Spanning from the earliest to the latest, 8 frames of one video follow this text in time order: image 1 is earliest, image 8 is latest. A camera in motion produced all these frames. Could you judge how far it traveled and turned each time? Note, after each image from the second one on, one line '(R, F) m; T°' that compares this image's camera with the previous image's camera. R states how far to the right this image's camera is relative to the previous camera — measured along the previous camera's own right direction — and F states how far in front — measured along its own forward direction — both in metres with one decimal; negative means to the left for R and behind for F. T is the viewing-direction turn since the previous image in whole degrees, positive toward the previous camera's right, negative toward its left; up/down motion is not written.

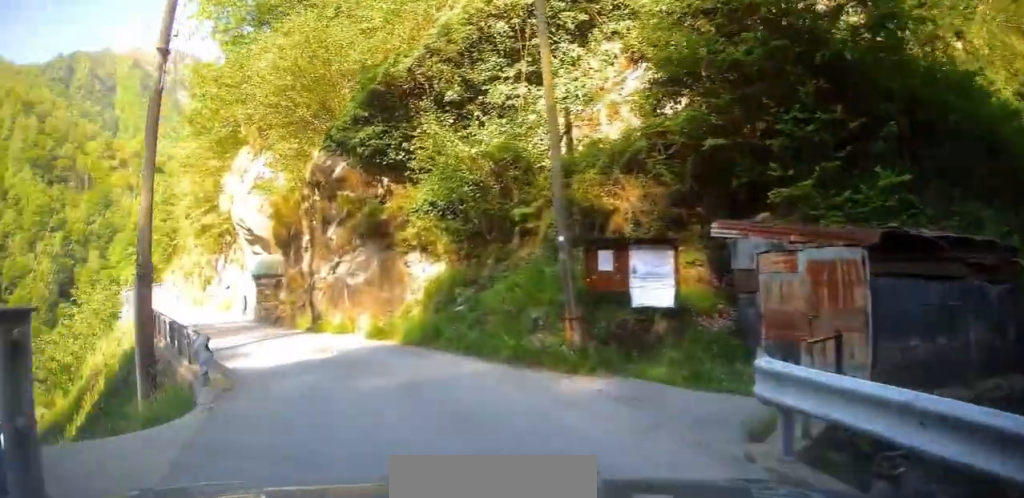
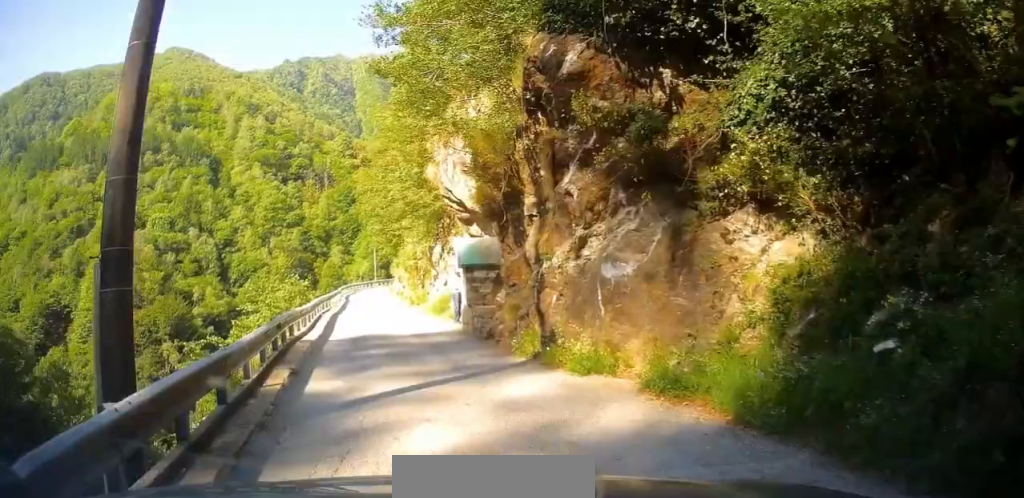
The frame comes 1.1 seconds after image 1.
(-0.7, +7.2) m; -9°
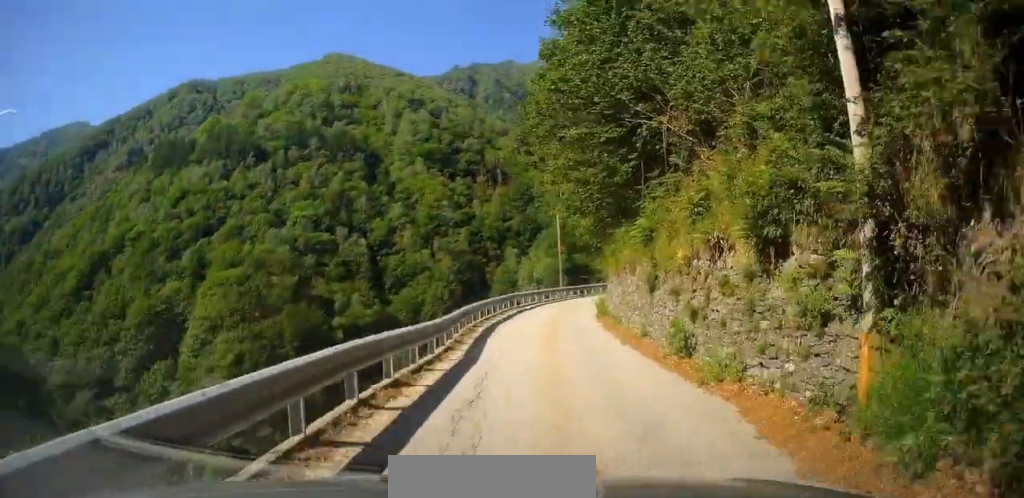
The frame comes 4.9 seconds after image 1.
(-7.3, +24.2) m; -51°
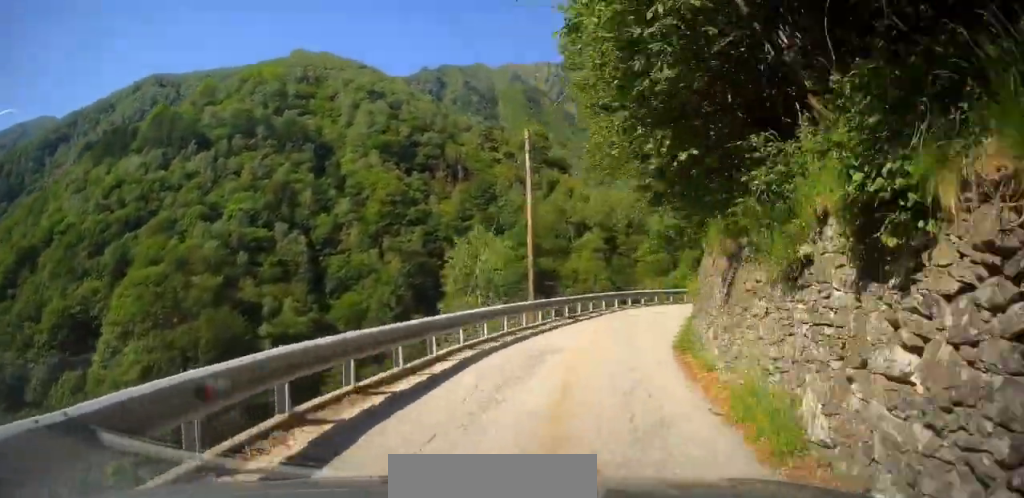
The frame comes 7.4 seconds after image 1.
(-3.2, +18.0) m; +5°
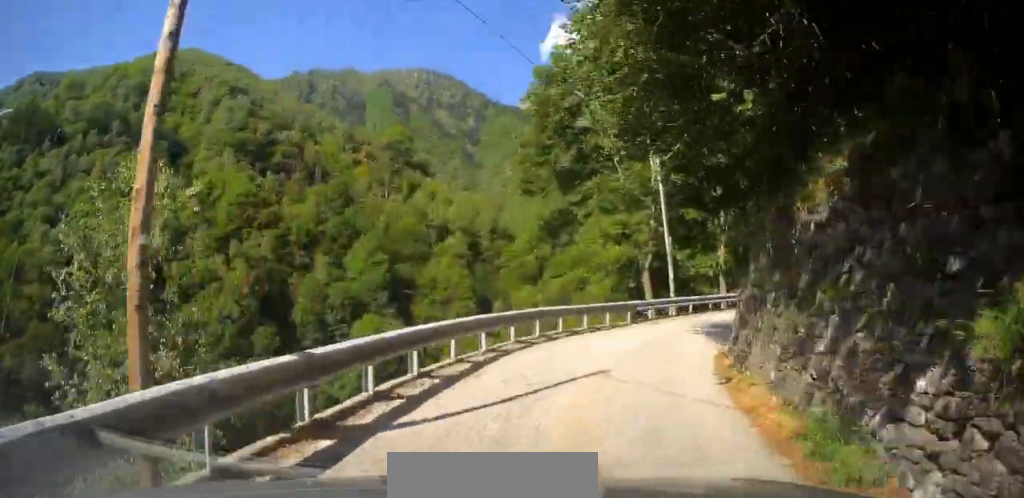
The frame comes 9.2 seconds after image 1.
(+2.5, +13.0) m; +12°
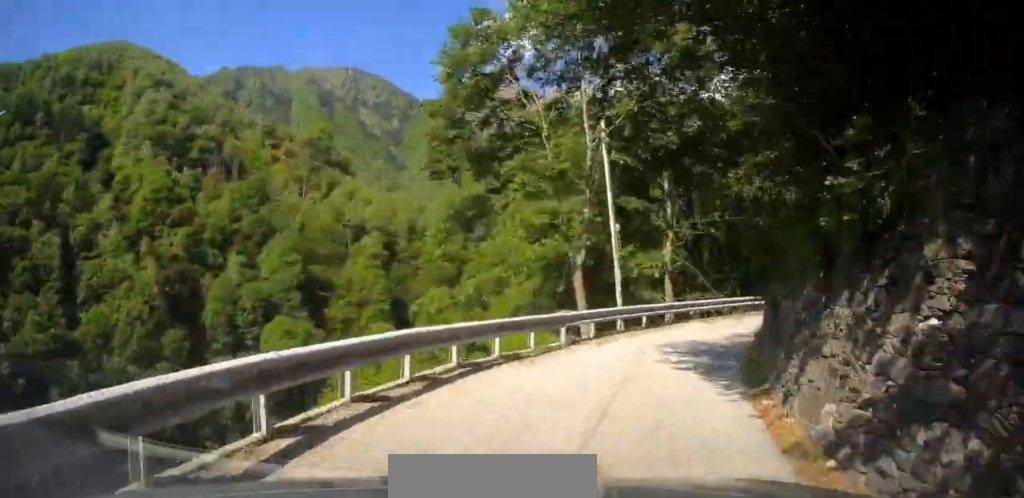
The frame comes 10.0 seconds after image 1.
(+0.1, +5.9) m; +1°
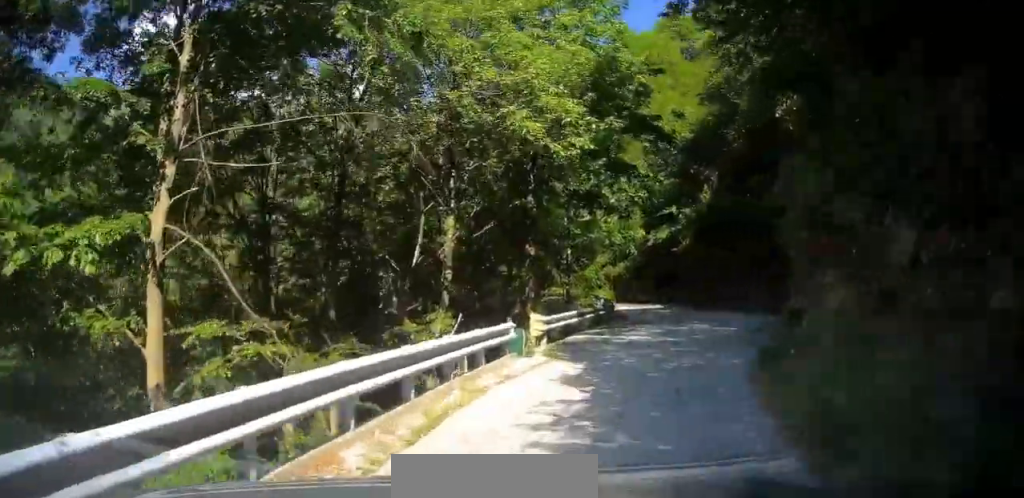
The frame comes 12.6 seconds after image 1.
(+0.6, +18.5) m; +28°
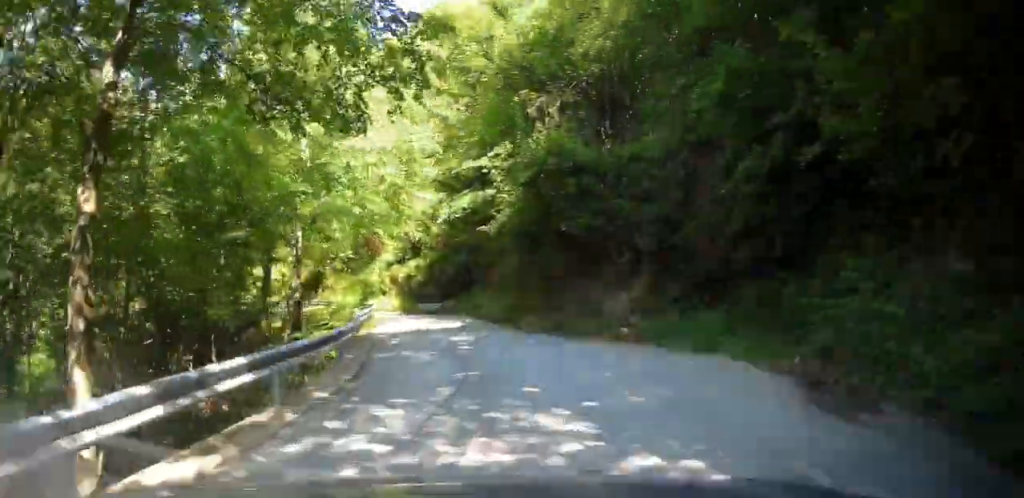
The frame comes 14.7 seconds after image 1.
(+6.2, +13.2) m; +22°
